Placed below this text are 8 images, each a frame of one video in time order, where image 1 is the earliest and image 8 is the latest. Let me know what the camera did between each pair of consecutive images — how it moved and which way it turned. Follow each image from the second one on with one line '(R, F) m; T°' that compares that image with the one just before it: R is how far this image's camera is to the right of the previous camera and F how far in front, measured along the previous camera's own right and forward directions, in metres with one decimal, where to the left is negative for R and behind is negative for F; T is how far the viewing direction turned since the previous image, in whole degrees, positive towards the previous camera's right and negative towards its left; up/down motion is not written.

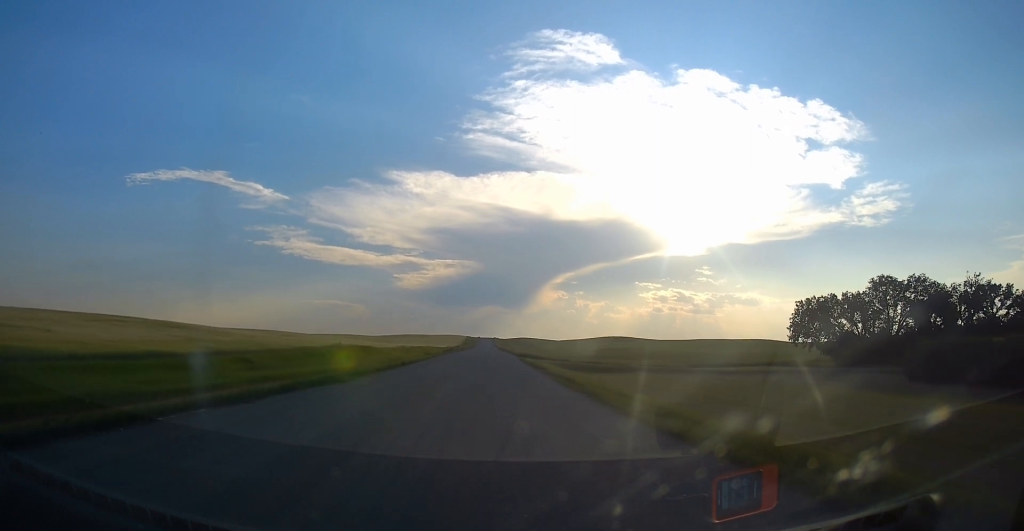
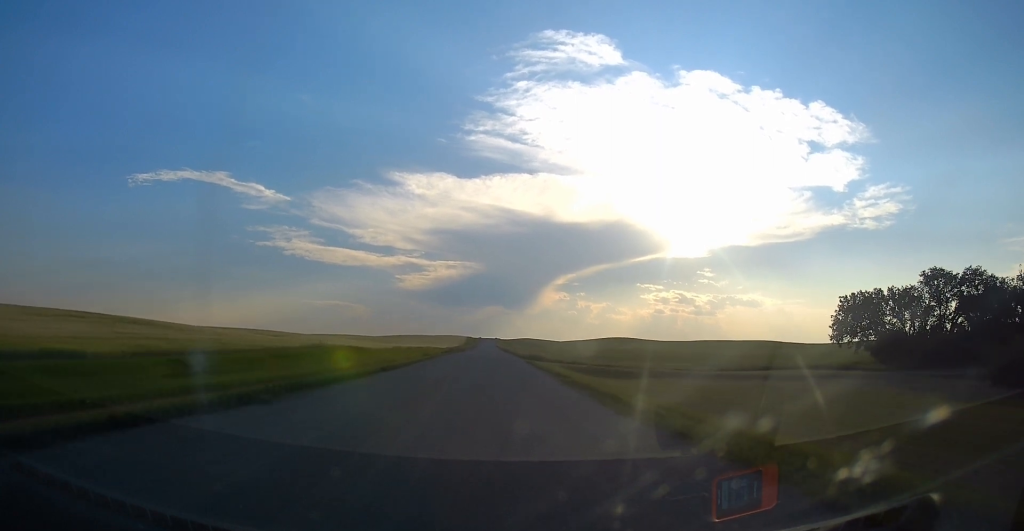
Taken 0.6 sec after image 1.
(0.0, +9.7) m; 0°
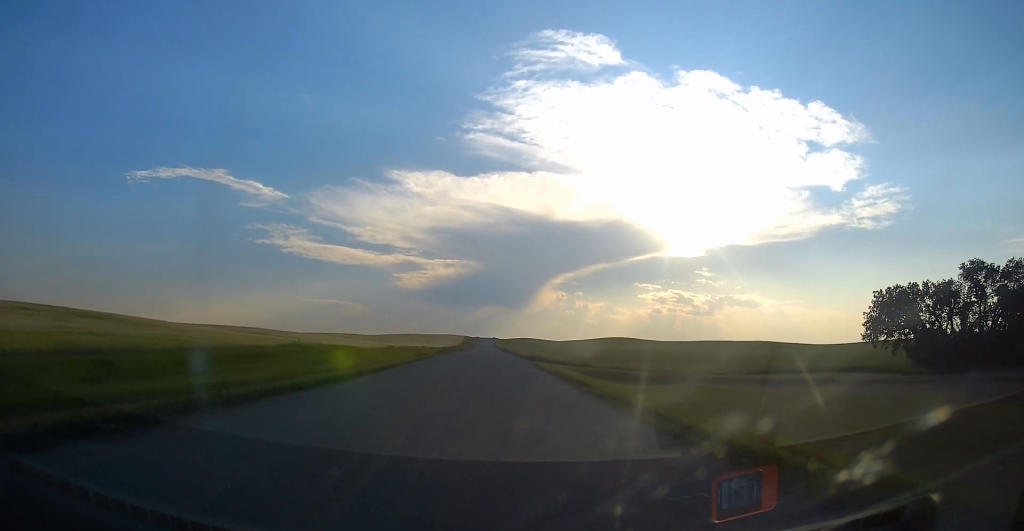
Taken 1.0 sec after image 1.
(0.0, +6.9) m; 0°
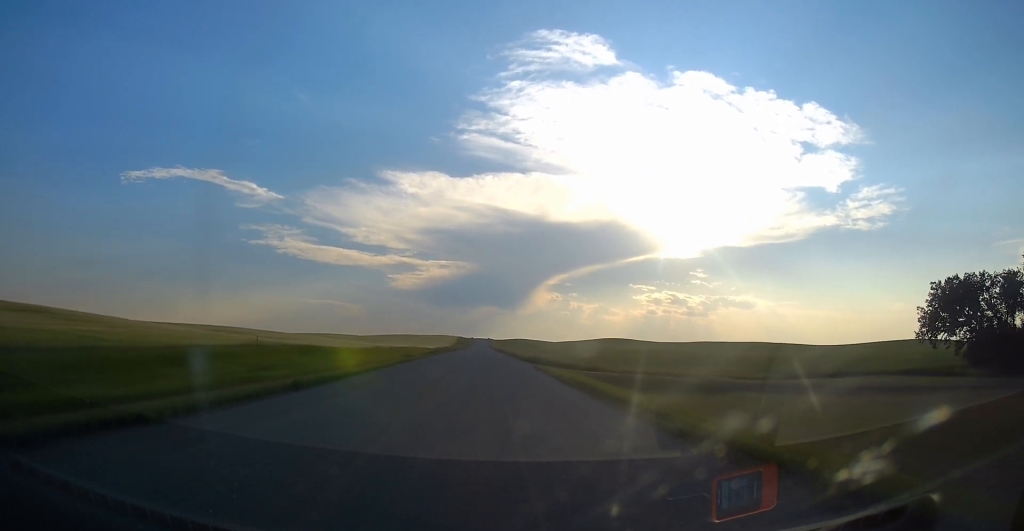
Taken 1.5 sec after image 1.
(0.0, +9.7) m; 0°
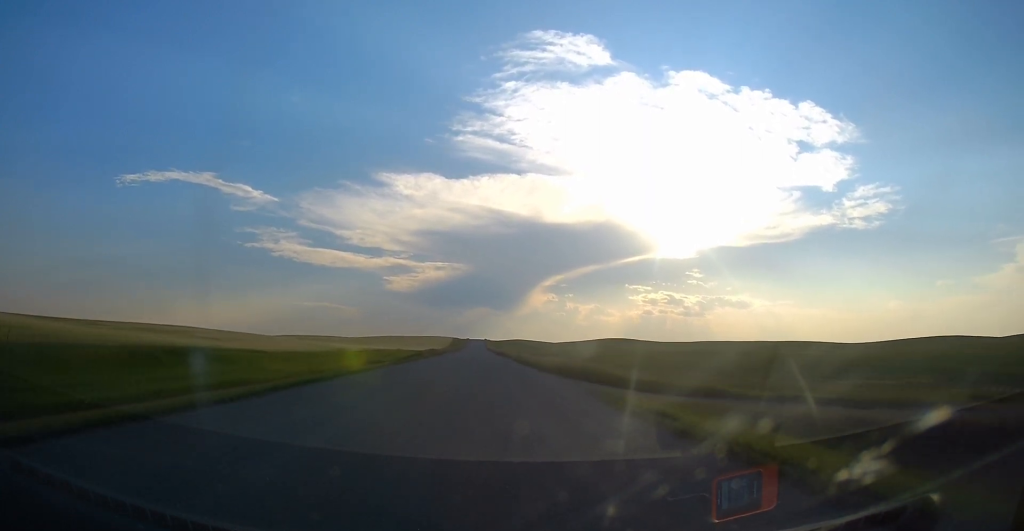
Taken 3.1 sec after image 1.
(0.0, +27.5) m; 0°
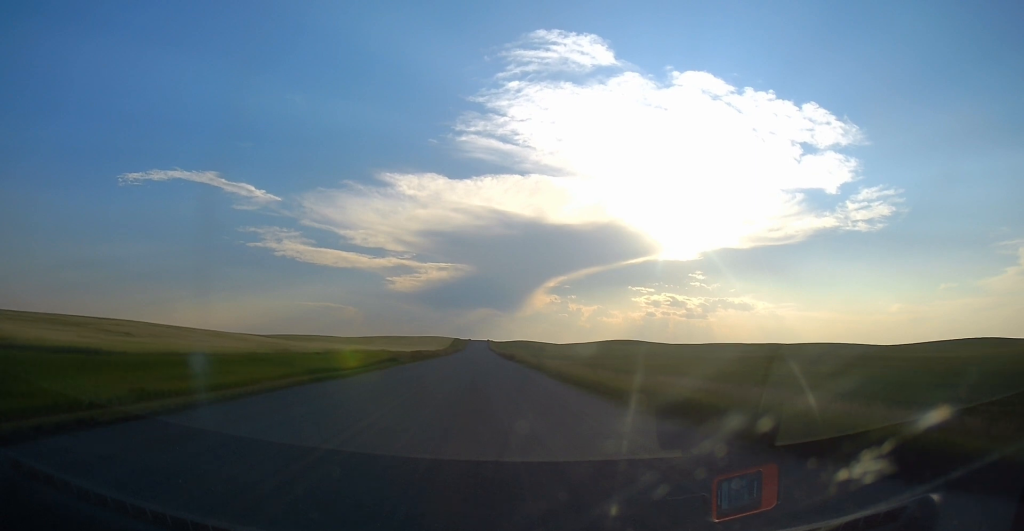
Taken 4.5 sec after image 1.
(0.0, +24.2) m; 0°
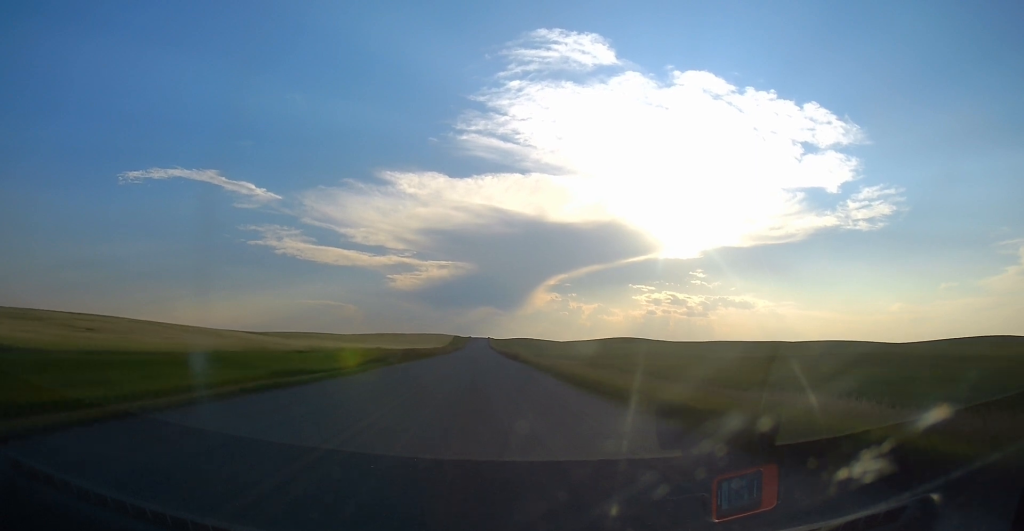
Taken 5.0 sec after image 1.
(0.0, +8.1) m; +1°
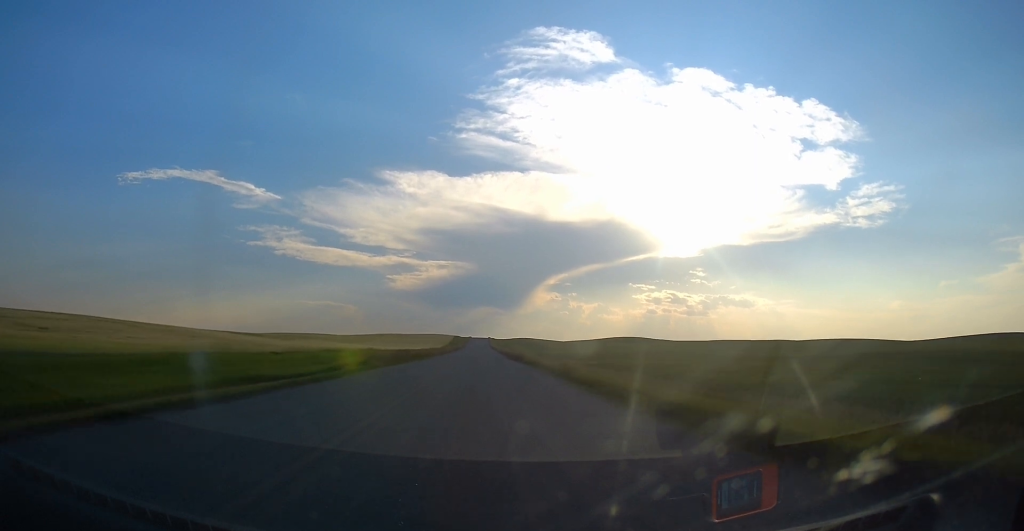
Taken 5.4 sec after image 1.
(-0.1, +7.5) m; +1°
